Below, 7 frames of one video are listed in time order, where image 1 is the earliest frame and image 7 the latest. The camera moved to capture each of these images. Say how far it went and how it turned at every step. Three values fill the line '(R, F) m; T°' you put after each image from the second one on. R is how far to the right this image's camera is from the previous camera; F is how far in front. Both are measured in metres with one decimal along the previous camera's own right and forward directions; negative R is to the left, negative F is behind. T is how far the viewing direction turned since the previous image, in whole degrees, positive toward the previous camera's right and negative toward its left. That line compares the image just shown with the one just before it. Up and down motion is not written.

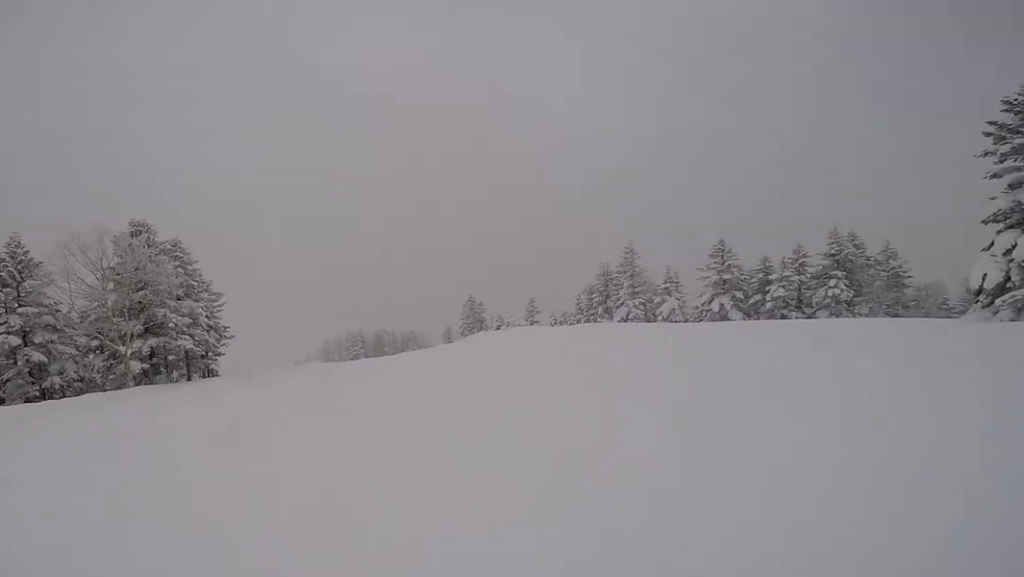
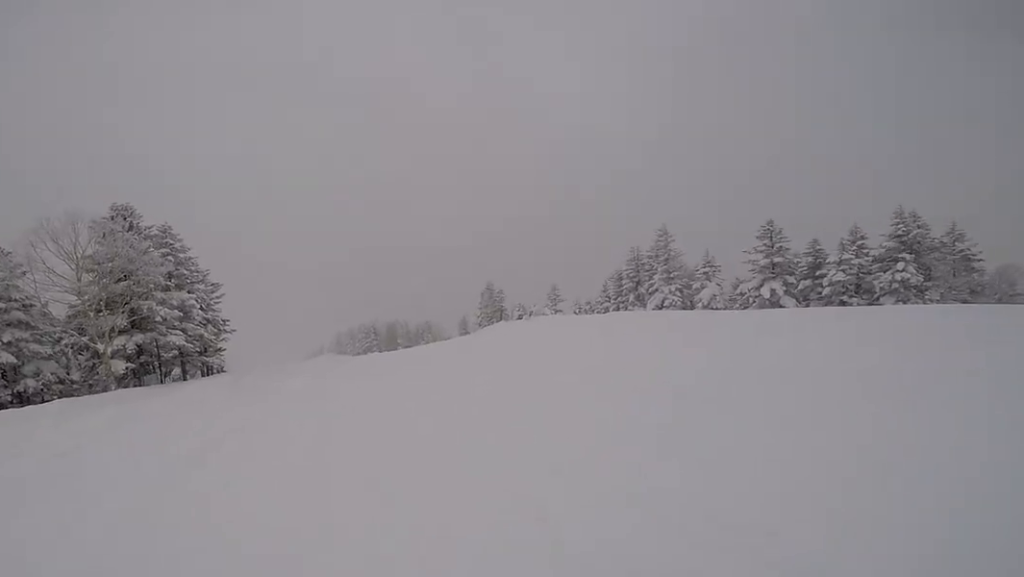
(+0.1, +3.1) m; 0°
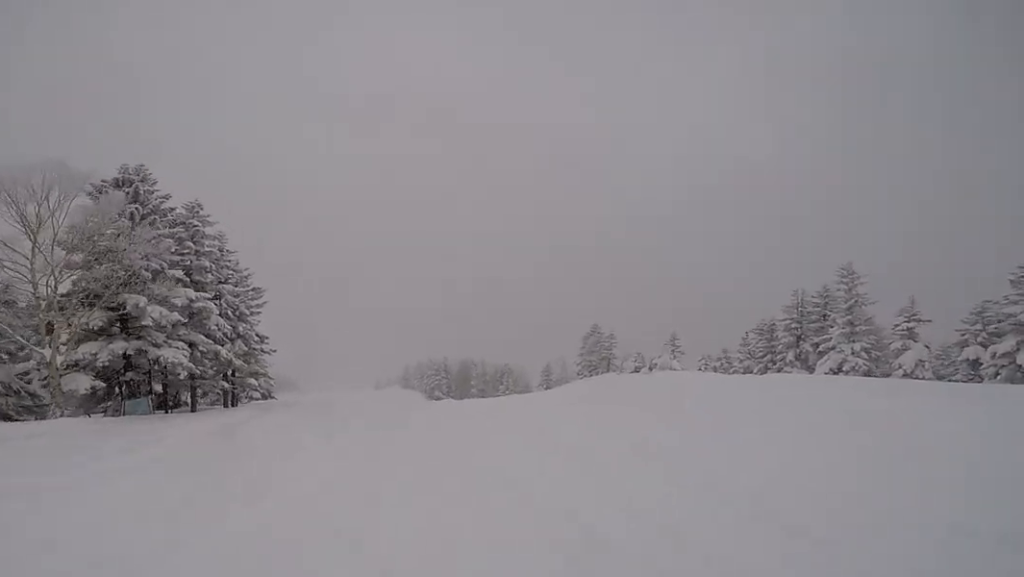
(+0.2, +8.3) m; 0°
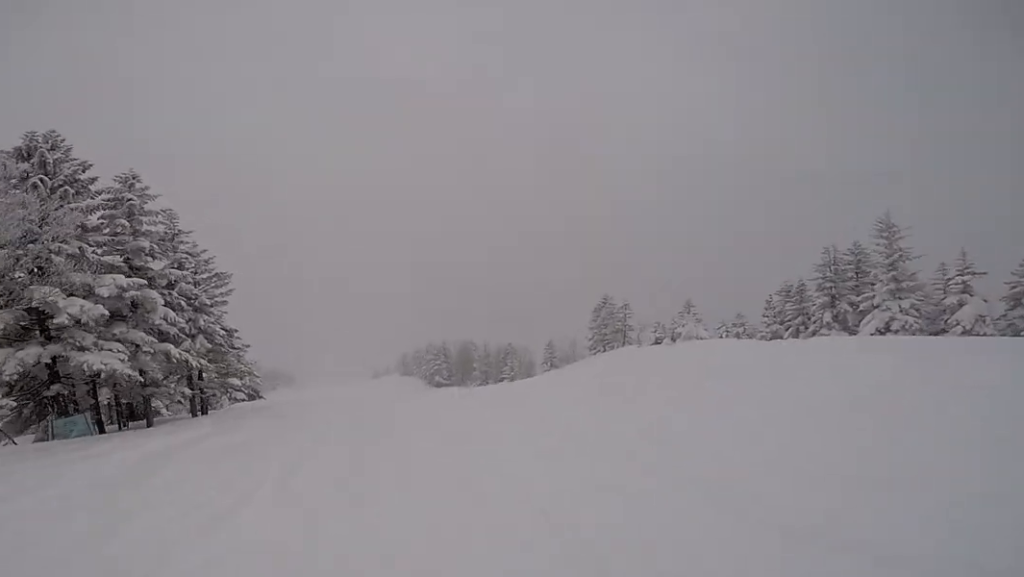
(-0.4, +3.7) m; 0°
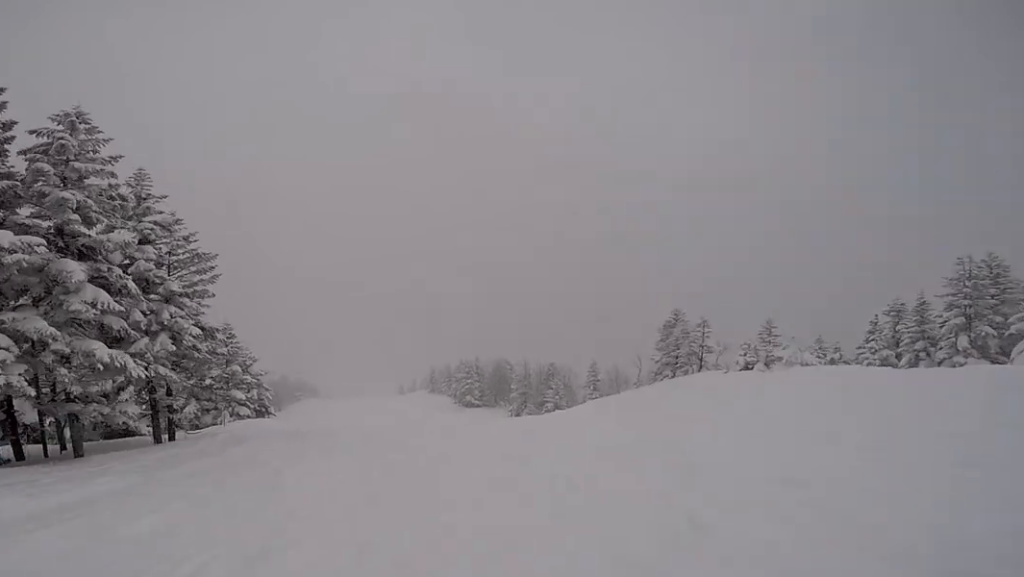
(+0.8, +5.7) m; +1°
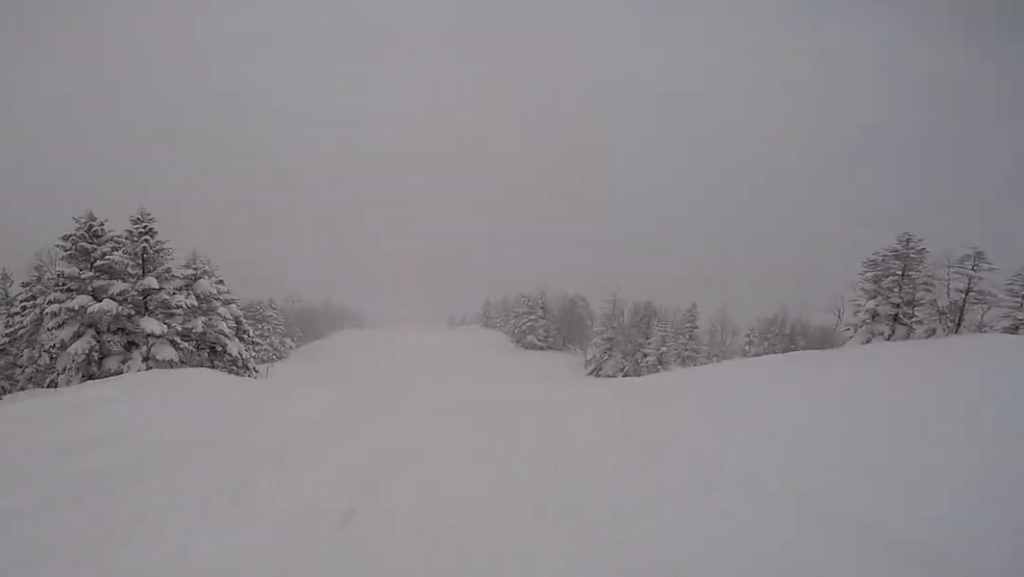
(-2.0, +13.1) m; -1°
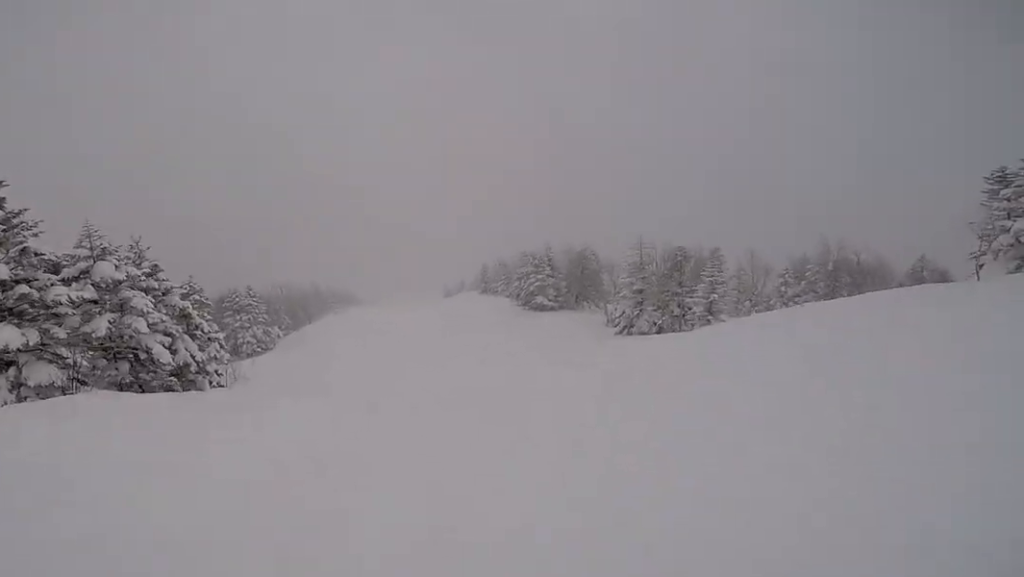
(+1.0, +6.7) m; +1°
